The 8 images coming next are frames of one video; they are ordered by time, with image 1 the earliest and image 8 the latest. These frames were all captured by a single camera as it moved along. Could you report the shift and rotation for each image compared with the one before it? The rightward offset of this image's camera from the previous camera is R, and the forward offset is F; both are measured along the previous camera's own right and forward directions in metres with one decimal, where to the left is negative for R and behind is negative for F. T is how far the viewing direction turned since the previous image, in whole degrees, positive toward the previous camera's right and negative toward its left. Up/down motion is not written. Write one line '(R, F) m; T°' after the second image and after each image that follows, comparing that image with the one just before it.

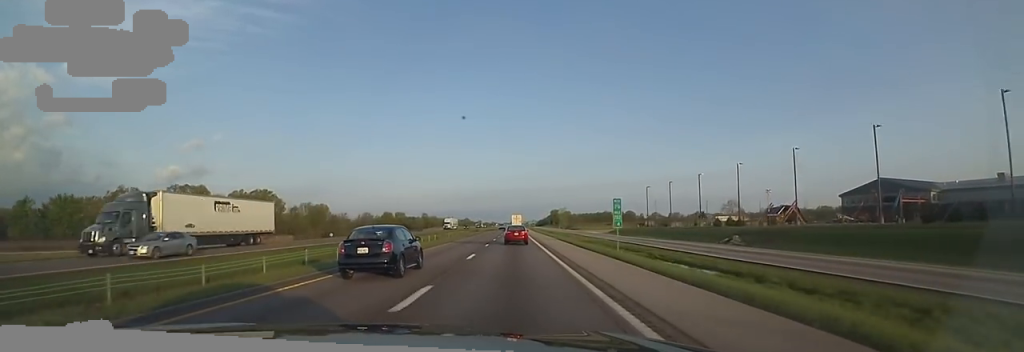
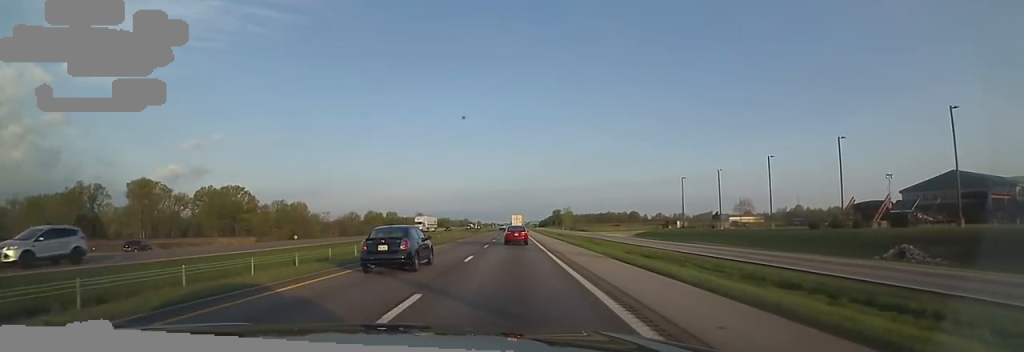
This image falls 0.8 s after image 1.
(+0.1, +25.3) m; +1°
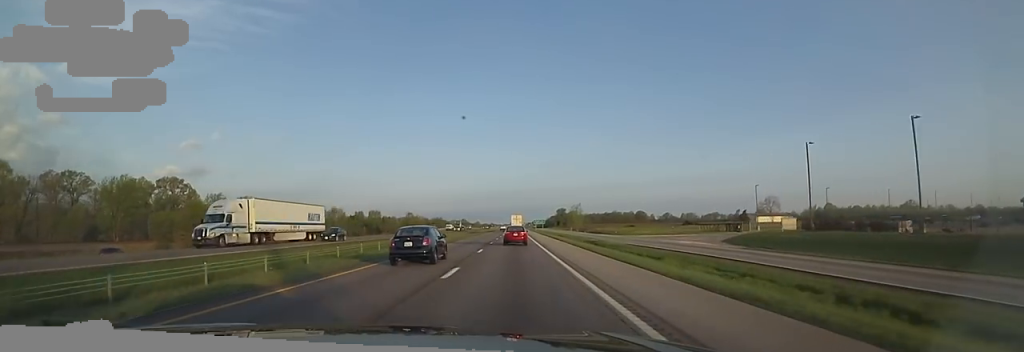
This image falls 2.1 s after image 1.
(-0.5, +41.5) m; -2°
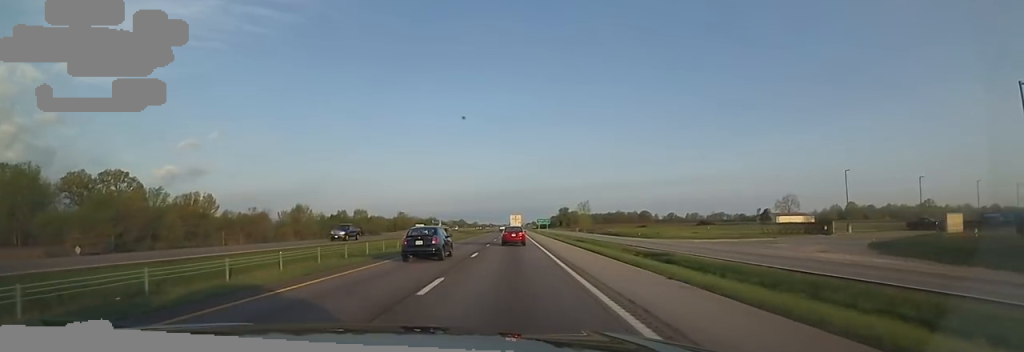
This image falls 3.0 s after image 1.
(-0.3, +27.4) m; 0°
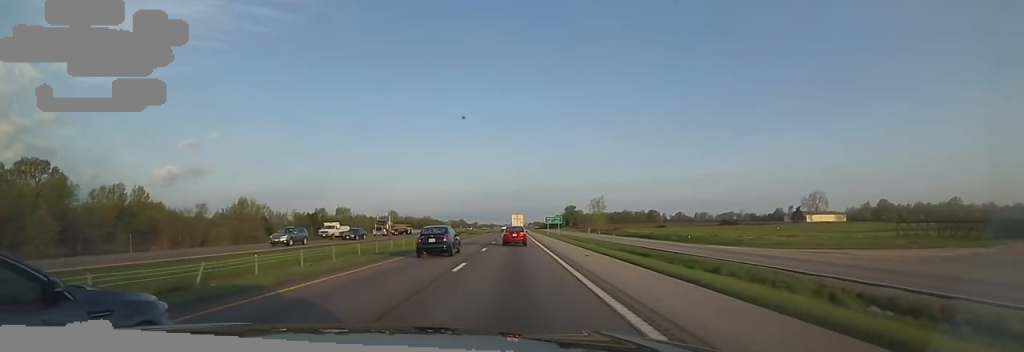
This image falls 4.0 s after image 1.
(+0.8, +32.0) m; +2°
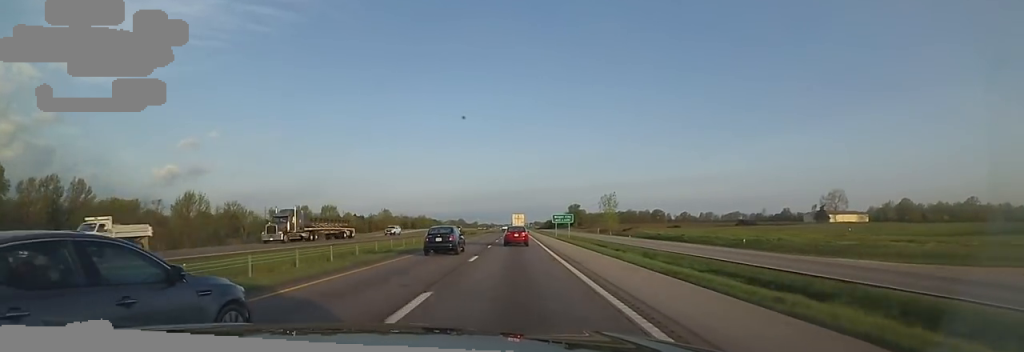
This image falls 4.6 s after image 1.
(+0.3, +20.3) m; 0°
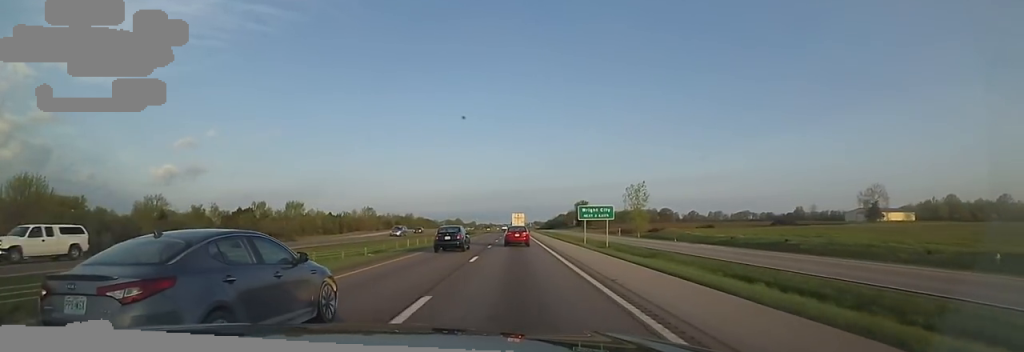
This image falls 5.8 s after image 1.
(-0.5, +37.4) m; -1°
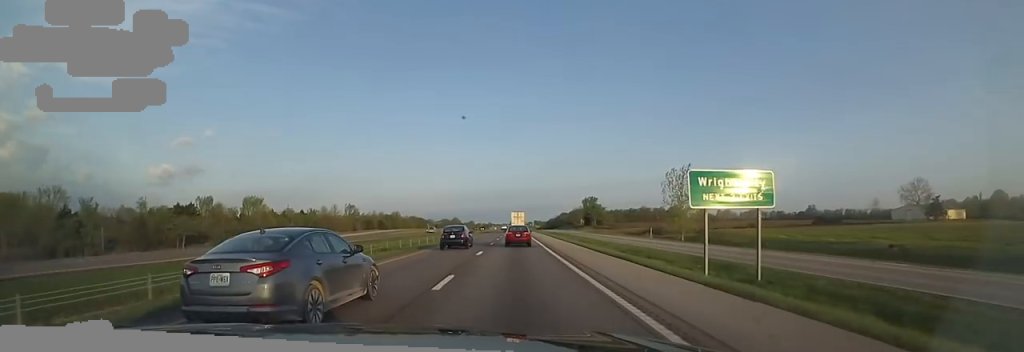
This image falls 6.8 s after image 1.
(-0.4, +32.7) m; -1°
